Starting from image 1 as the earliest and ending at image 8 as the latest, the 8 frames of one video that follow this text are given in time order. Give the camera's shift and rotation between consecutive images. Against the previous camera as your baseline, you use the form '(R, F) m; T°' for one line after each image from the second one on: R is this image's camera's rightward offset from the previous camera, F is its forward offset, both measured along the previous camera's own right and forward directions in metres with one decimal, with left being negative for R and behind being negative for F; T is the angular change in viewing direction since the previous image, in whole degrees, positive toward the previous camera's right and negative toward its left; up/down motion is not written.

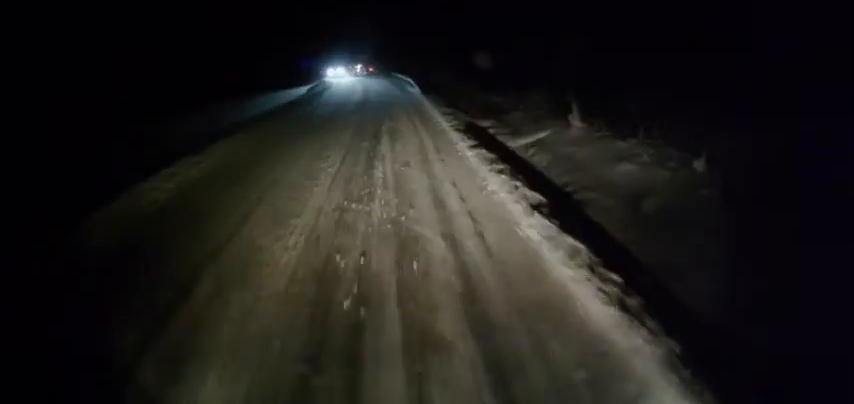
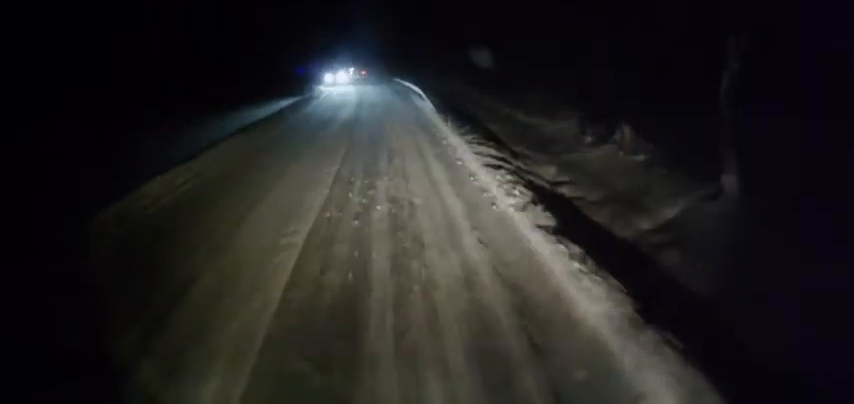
(+0.1, +9.2) m; +1°
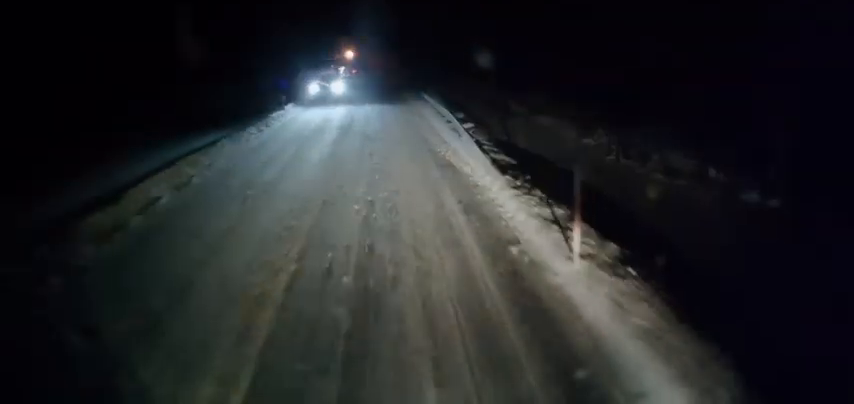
(0.0, +11.8) m; -2°
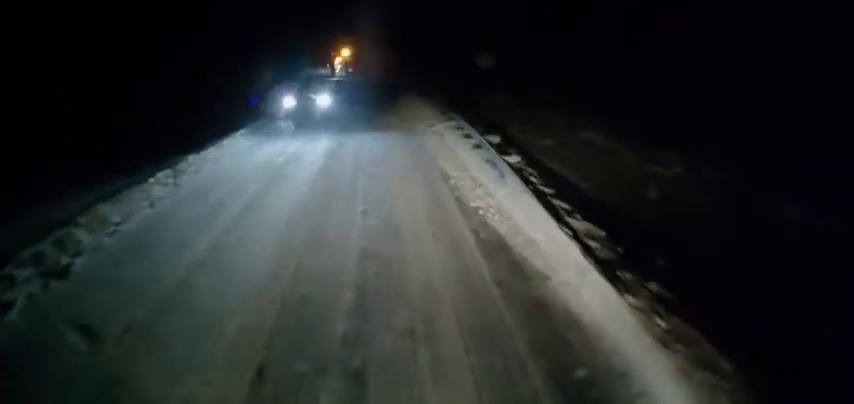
(+0.2, +5.5) m; -2°
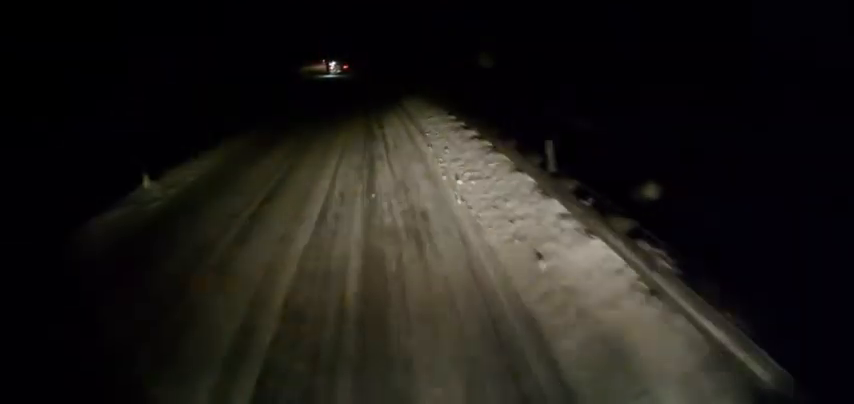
(-0.8, +12.4) m; -2°
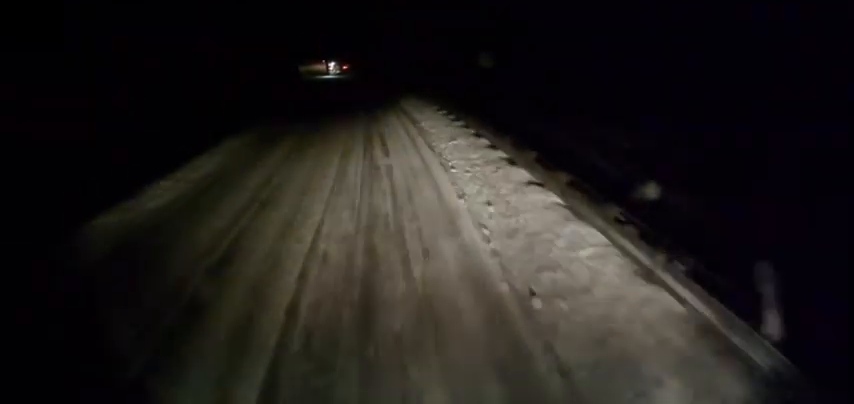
(+0.3, +5.4) m; 0°
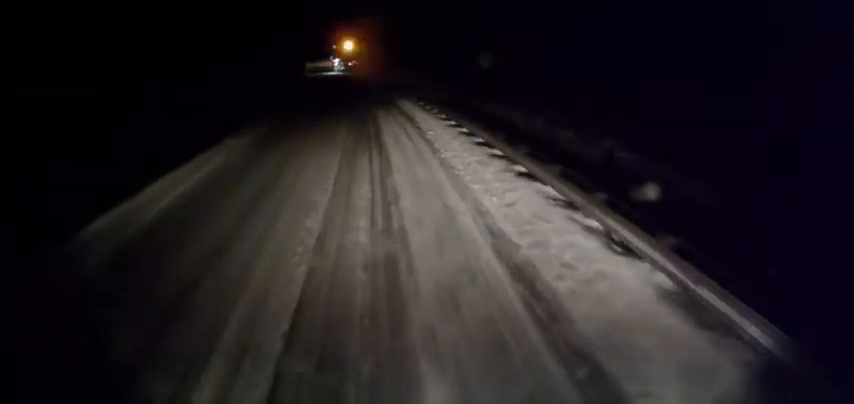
(-0.4, +20.8) m; -2°
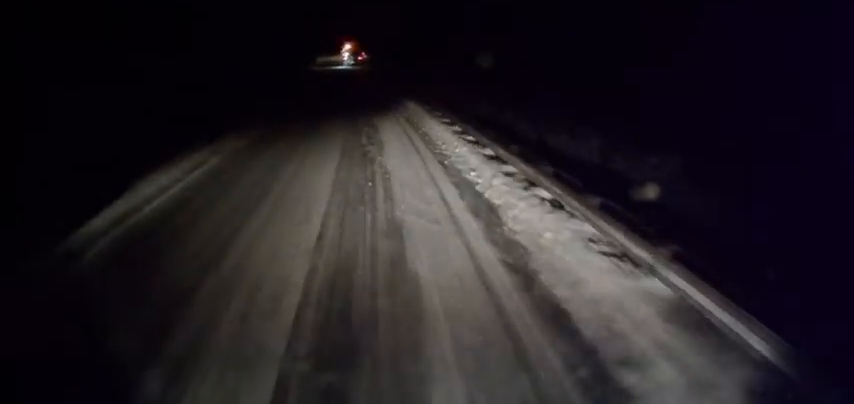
(-0.3, +13.7) m; -2°
